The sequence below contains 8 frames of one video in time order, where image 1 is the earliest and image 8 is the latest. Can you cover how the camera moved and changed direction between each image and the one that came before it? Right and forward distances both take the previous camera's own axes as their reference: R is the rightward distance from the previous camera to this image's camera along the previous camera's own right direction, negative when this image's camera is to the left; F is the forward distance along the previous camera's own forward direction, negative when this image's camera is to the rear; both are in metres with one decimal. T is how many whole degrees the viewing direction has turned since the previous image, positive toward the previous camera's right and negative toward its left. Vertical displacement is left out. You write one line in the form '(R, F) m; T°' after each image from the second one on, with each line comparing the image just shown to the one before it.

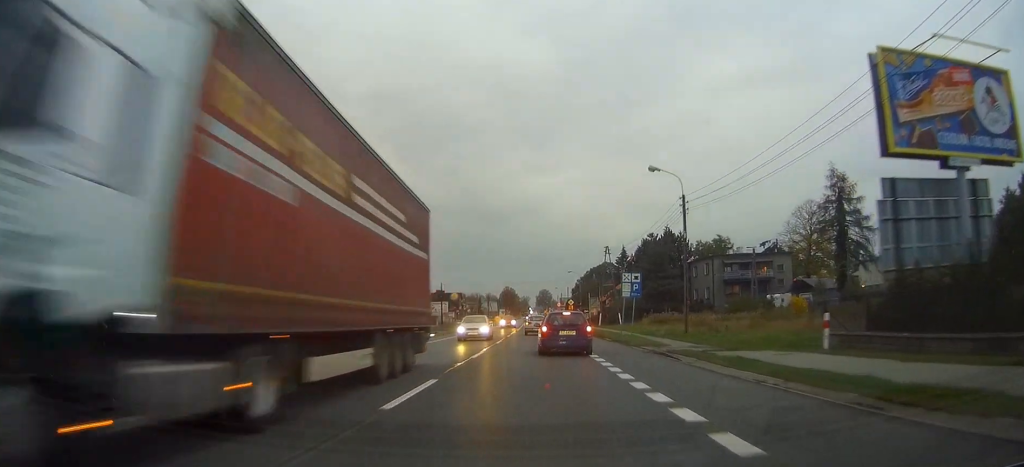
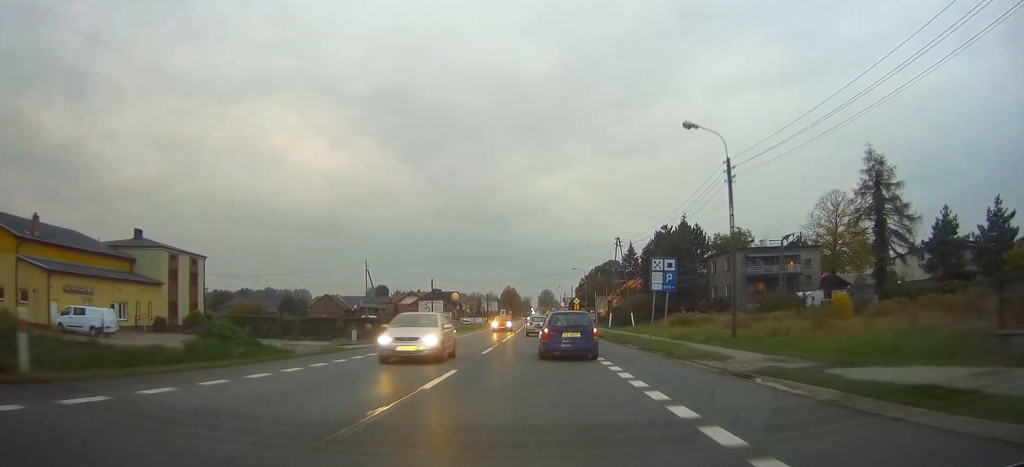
(0.0, +9.0) m; 0°
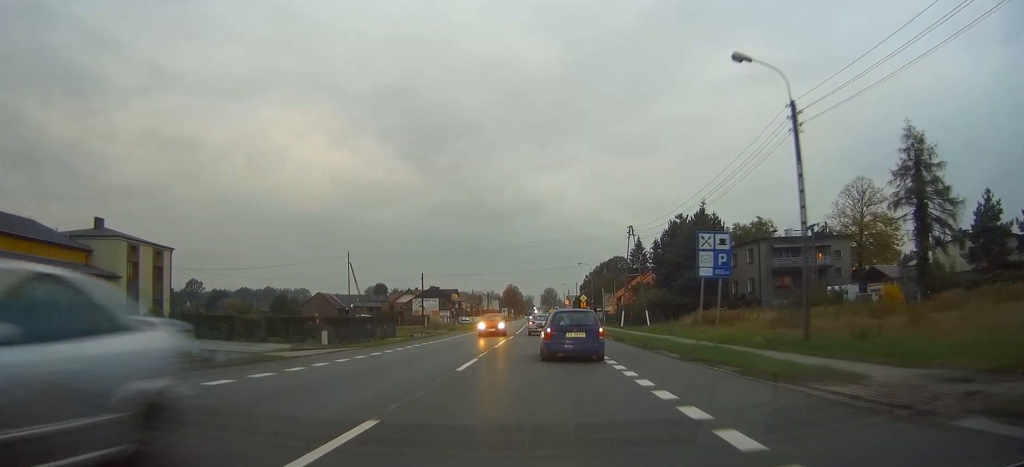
(0.0, +8.2) m; 0°
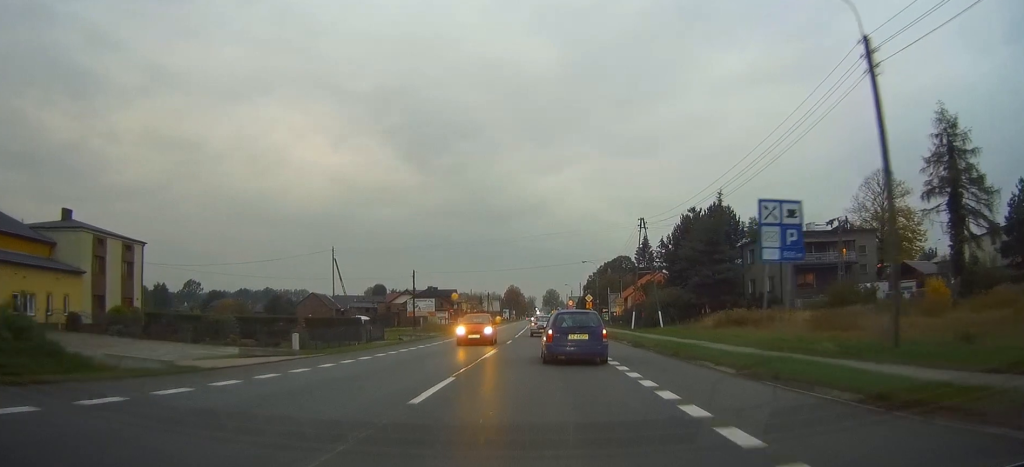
(0.0, +6.1) m; 0°
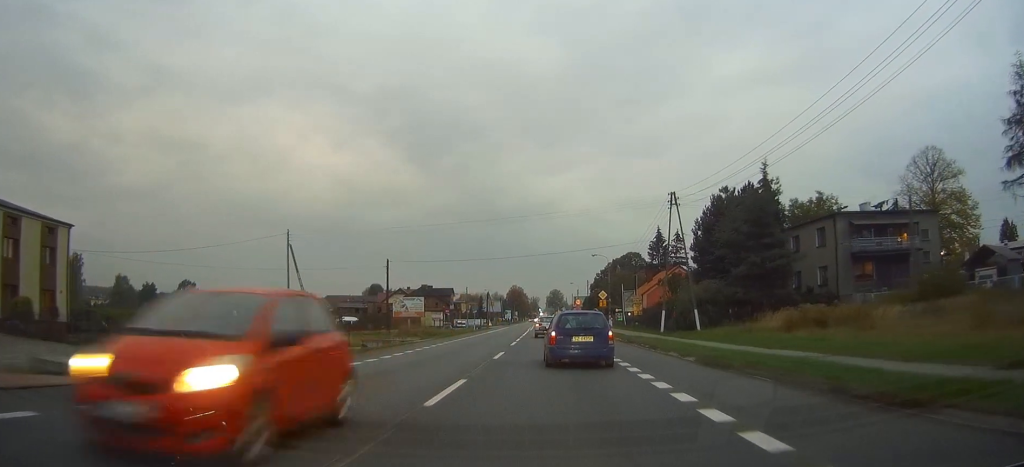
(0.0, +12.7) m; 0°
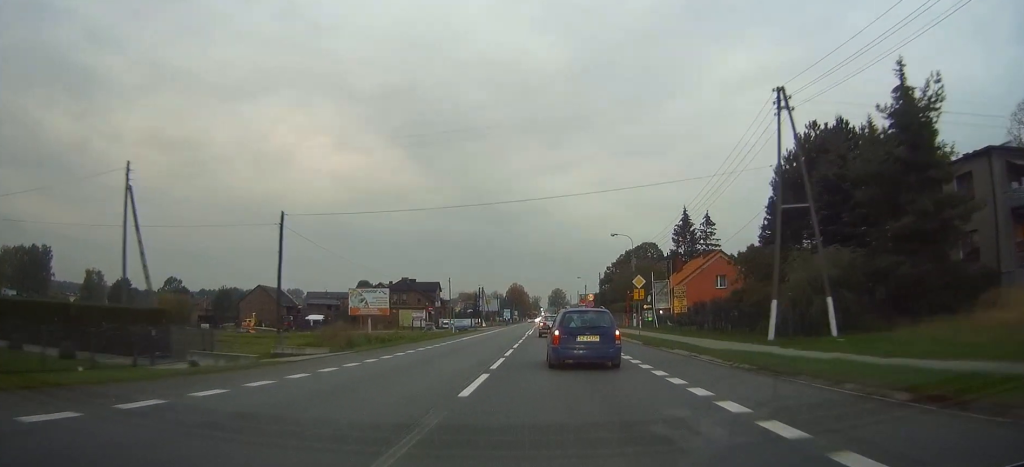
(+0.1, +21.7) m; +1°
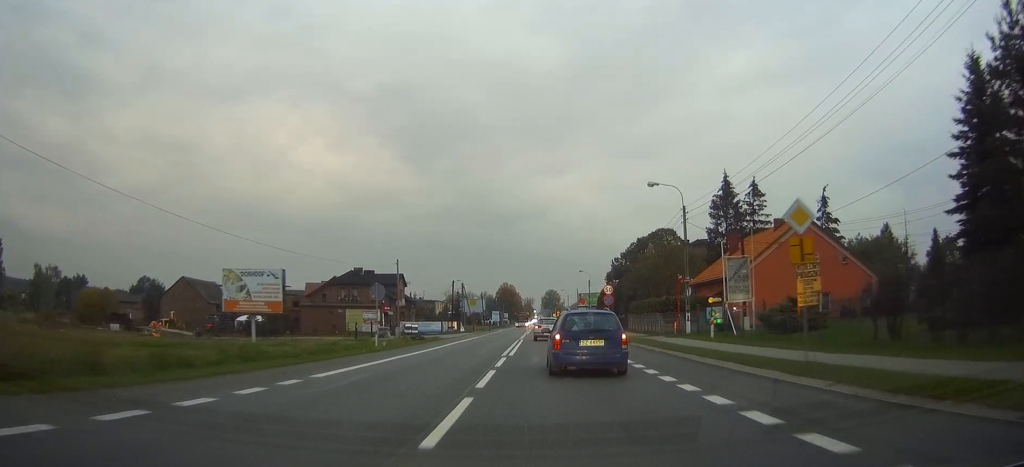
(+0.1, +26.7) m; 0°
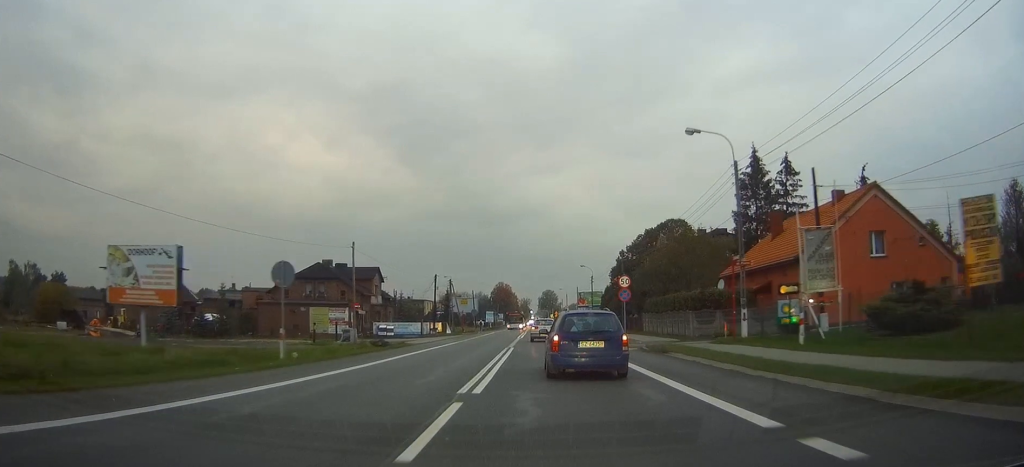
(0.0, +12.2) m; 0°
